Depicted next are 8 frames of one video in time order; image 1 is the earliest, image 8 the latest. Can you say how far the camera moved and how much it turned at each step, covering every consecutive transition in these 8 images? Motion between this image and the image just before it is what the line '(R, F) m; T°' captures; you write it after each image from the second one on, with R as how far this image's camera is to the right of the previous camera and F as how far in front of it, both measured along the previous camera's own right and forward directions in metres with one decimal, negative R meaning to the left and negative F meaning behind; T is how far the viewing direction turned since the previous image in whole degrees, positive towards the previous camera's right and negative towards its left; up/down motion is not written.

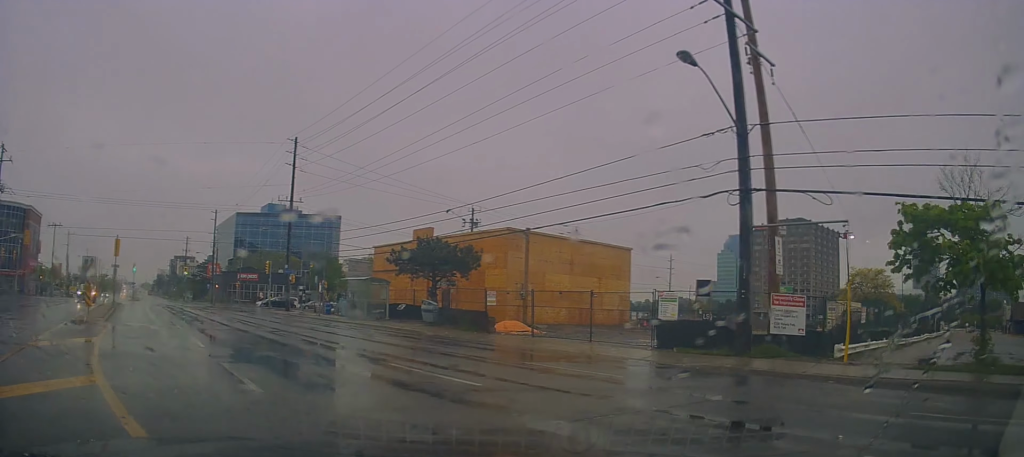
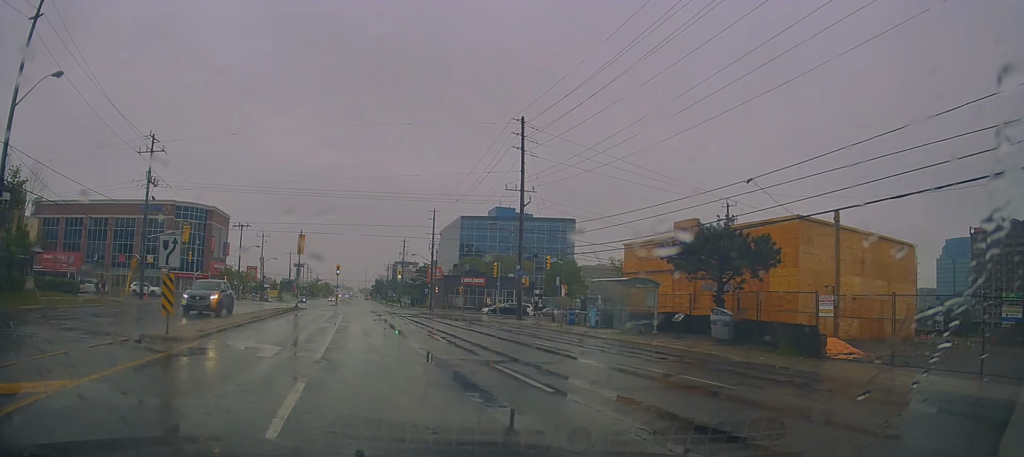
(-2.0, +9.0) m; -22°
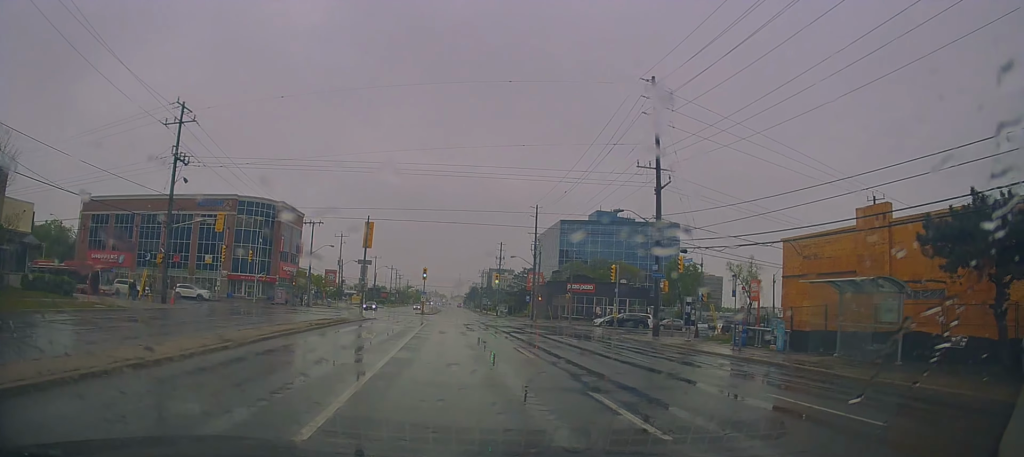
(-1.3, +11.8) m; -6°
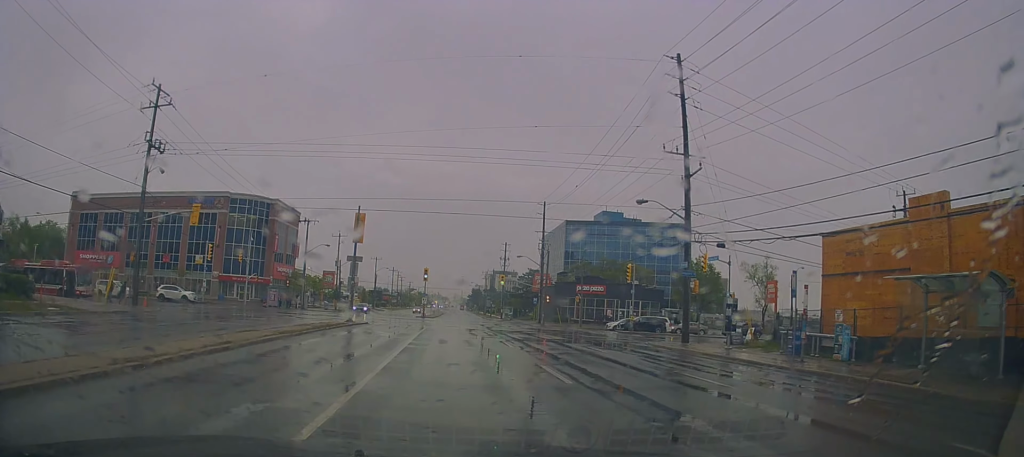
(0.0, +4.3) m; +2°
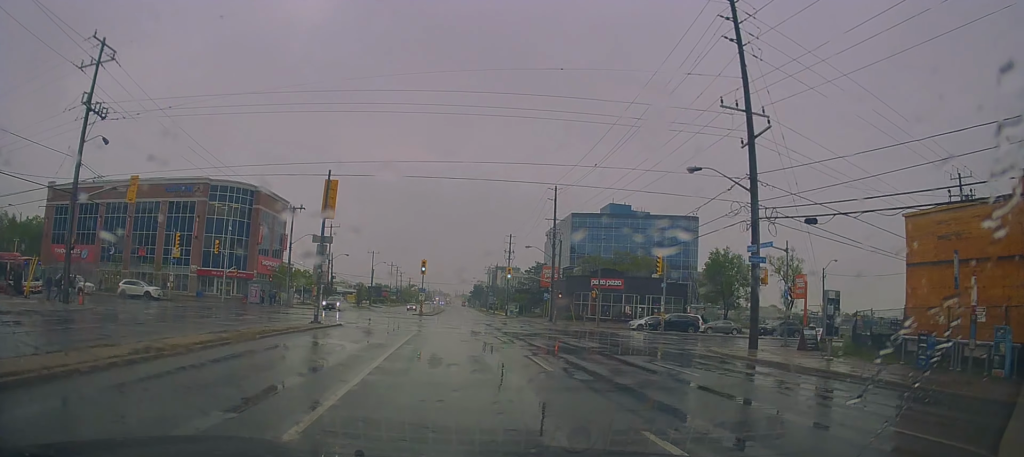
(+0.2, +7.3) m; -1°
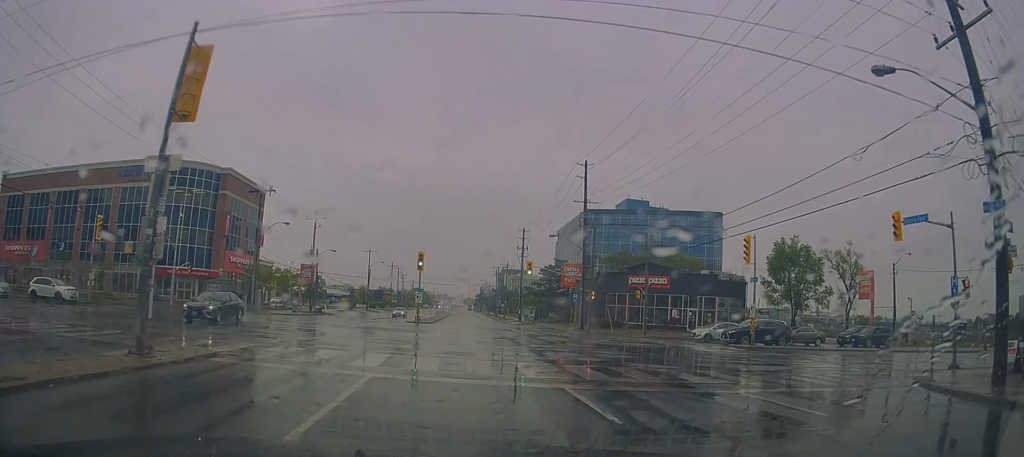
(-0.7, +13.4) m; -2°
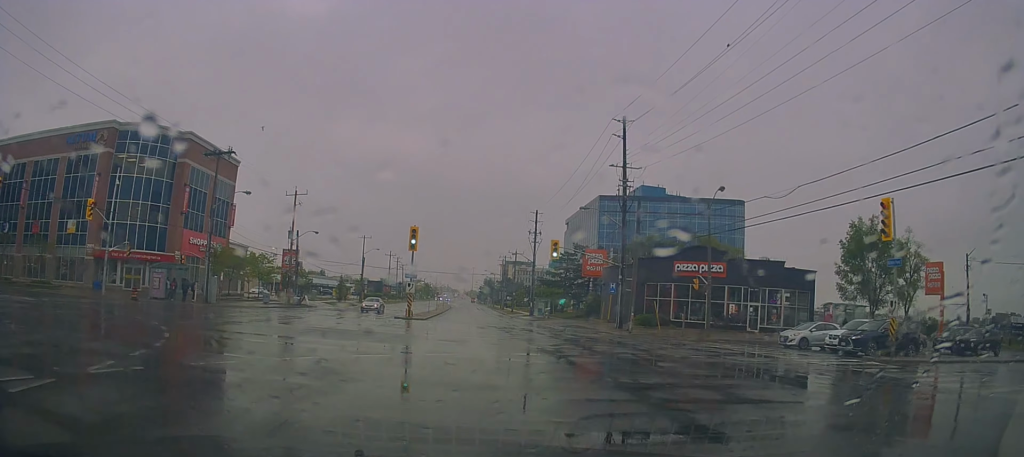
(+0.5, +12.0) m; +1°
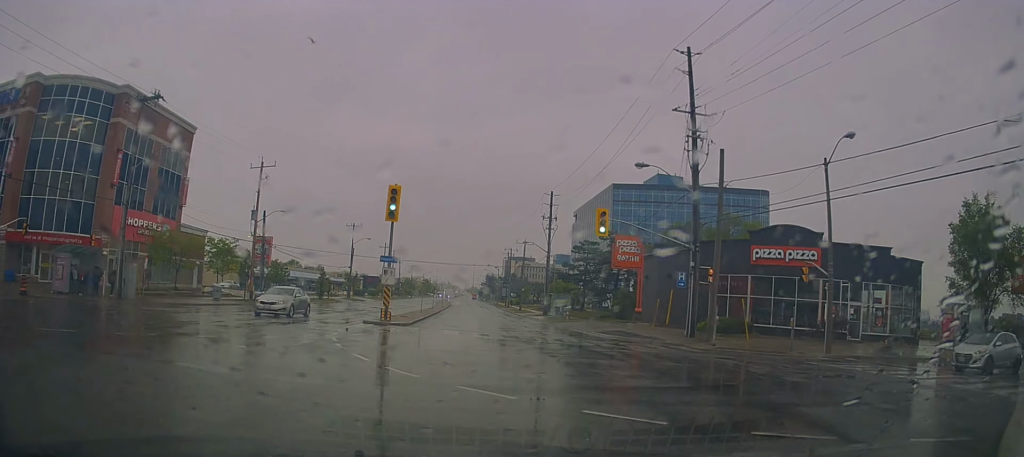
(-0.4, +12.9) m; -1°
